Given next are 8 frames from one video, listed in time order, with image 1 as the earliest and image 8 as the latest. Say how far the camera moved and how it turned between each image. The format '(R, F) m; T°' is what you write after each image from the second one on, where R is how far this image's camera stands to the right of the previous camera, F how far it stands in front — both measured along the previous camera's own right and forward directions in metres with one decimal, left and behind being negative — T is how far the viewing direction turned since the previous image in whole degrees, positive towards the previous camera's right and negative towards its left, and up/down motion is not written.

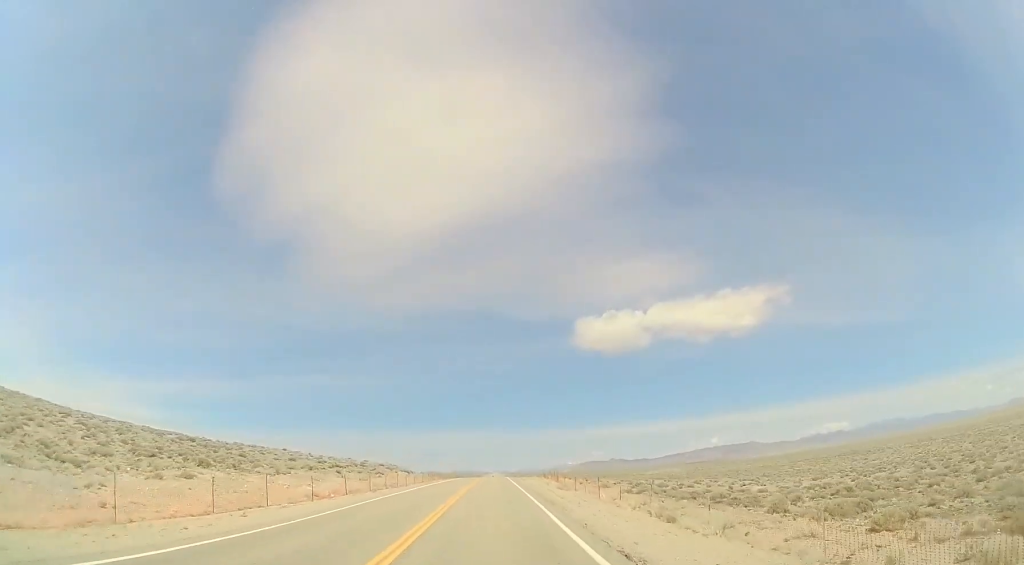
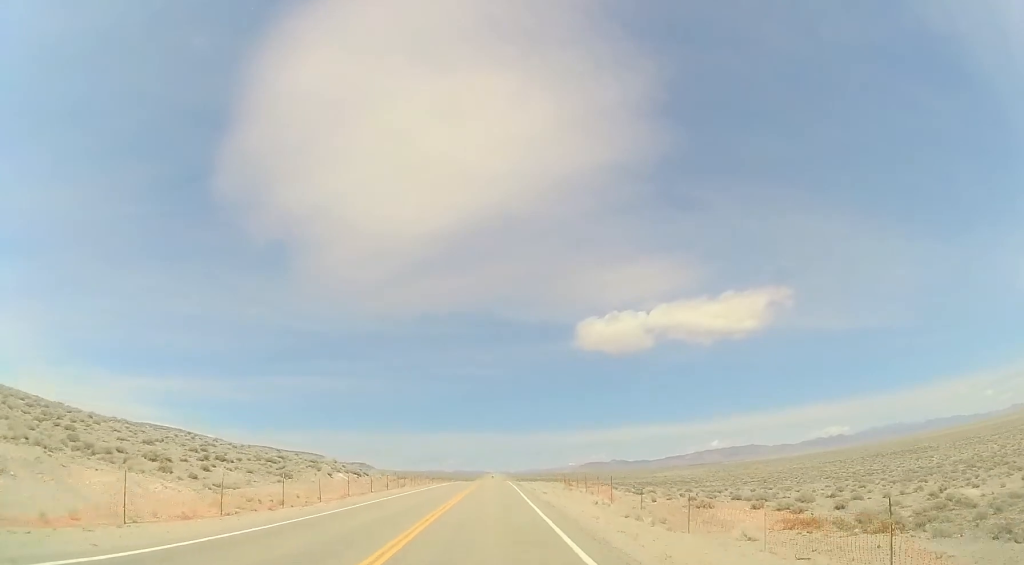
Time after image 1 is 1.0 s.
(+0.1, +28.8) m; +1°
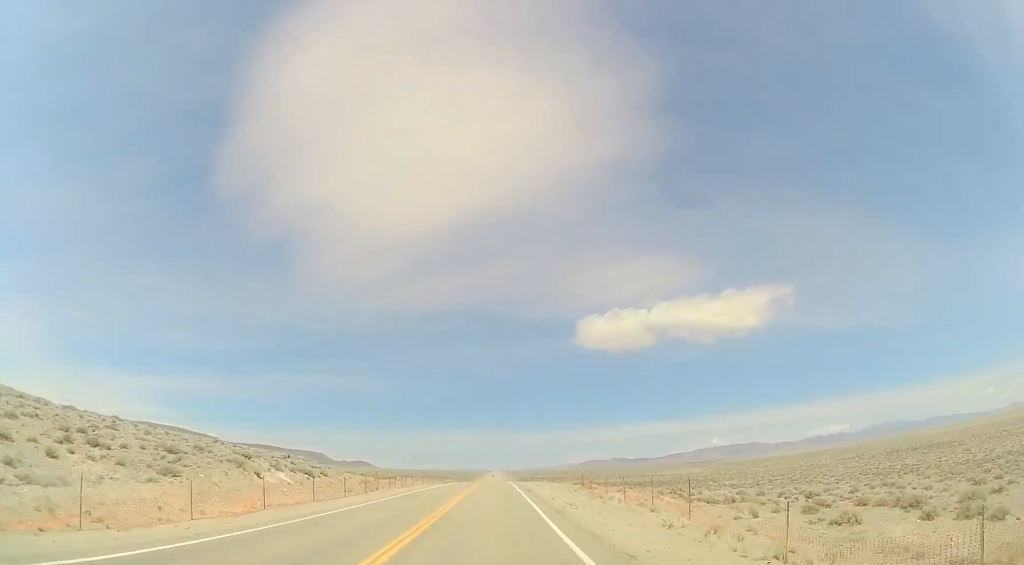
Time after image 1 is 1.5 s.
(+0.1, +13.5) m; 0°
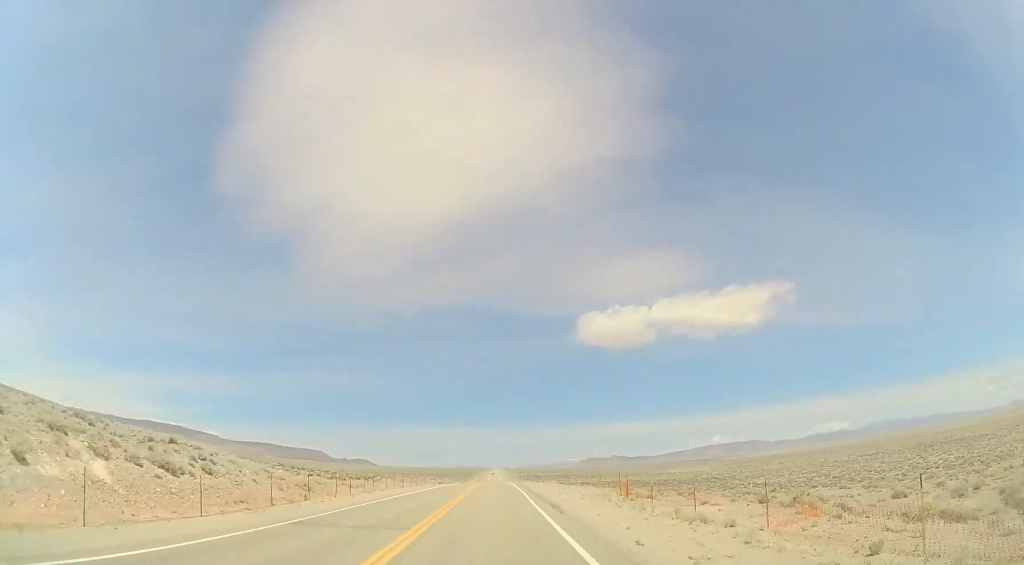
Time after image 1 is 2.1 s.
(0.0, +17.4) m; 0°
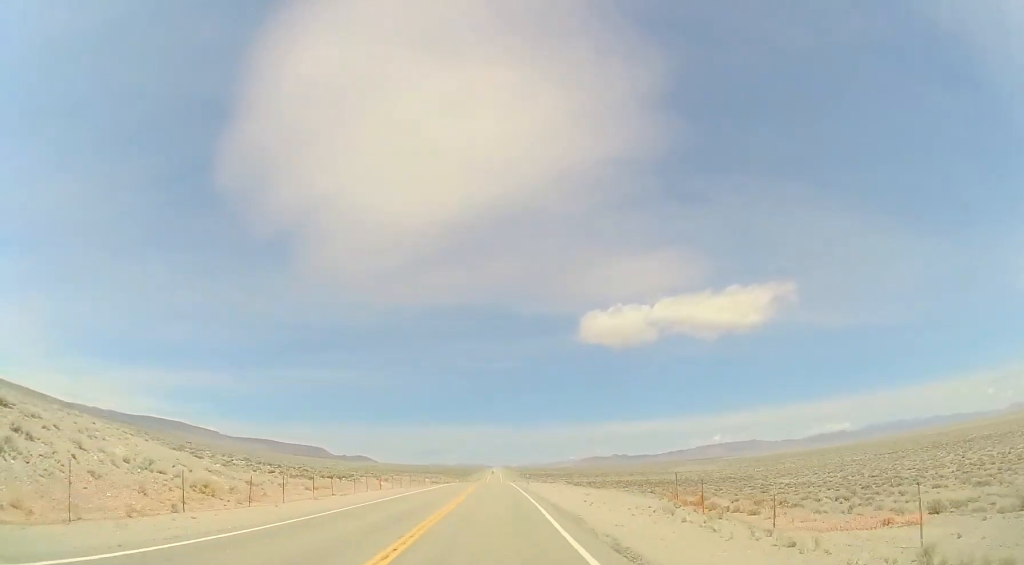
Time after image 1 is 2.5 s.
(-0.1, +12.6) m; 0°
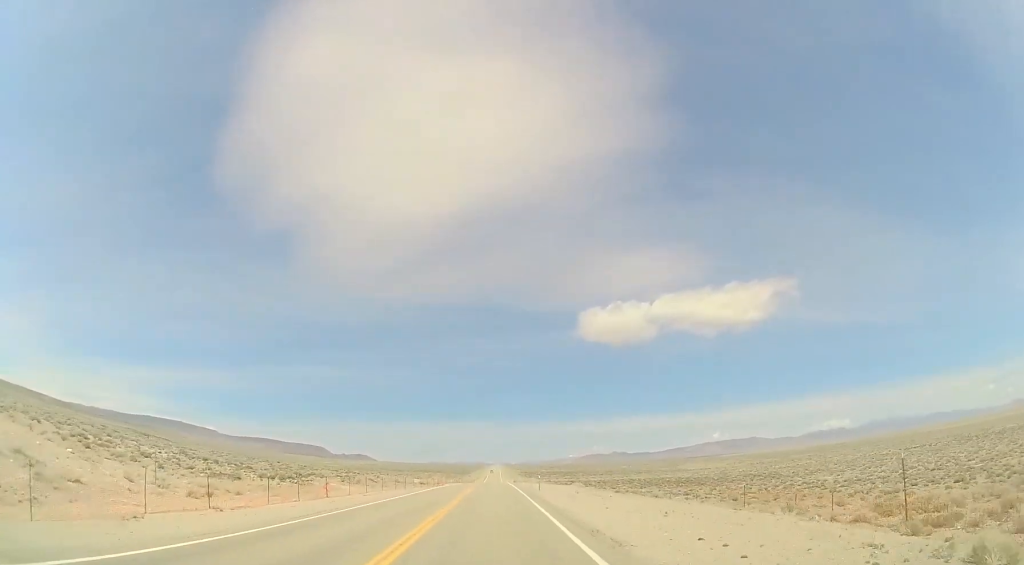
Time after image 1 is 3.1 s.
(+0.1, +16.6) m; 0°
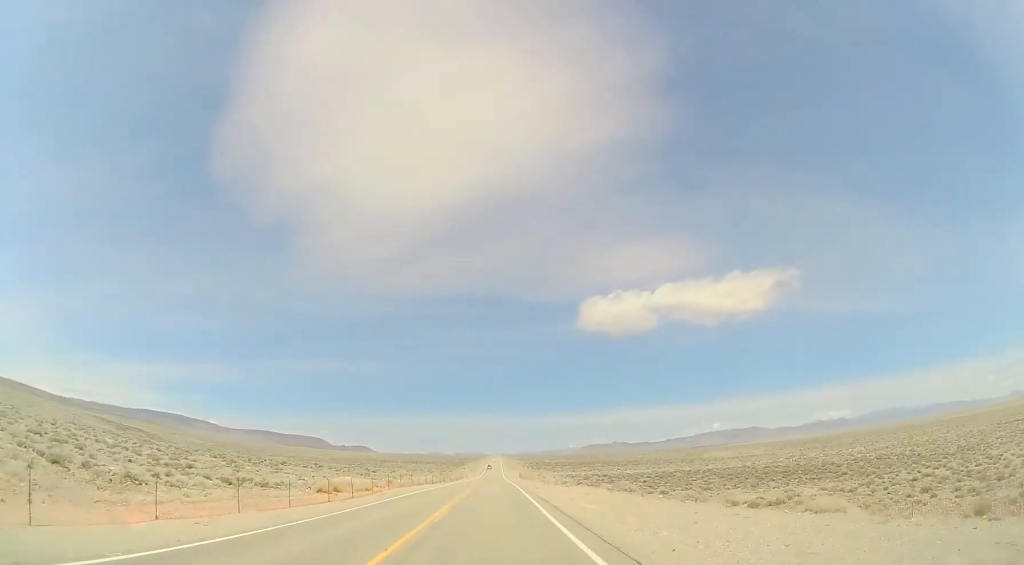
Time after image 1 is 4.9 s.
(-0.2, +53.3) m; 0°
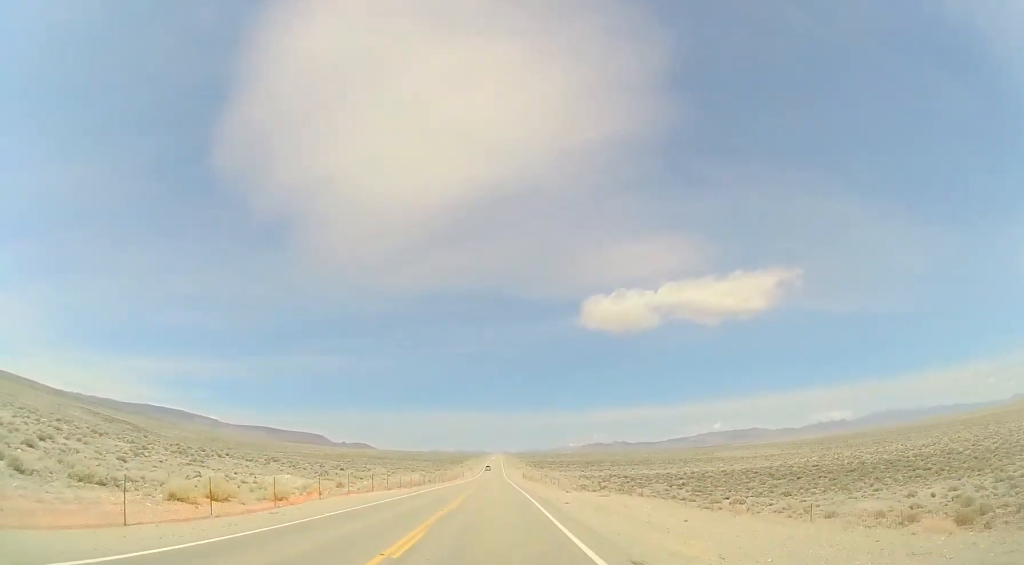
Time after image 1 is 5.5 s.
(+0.2, +18.9) m; 0°
